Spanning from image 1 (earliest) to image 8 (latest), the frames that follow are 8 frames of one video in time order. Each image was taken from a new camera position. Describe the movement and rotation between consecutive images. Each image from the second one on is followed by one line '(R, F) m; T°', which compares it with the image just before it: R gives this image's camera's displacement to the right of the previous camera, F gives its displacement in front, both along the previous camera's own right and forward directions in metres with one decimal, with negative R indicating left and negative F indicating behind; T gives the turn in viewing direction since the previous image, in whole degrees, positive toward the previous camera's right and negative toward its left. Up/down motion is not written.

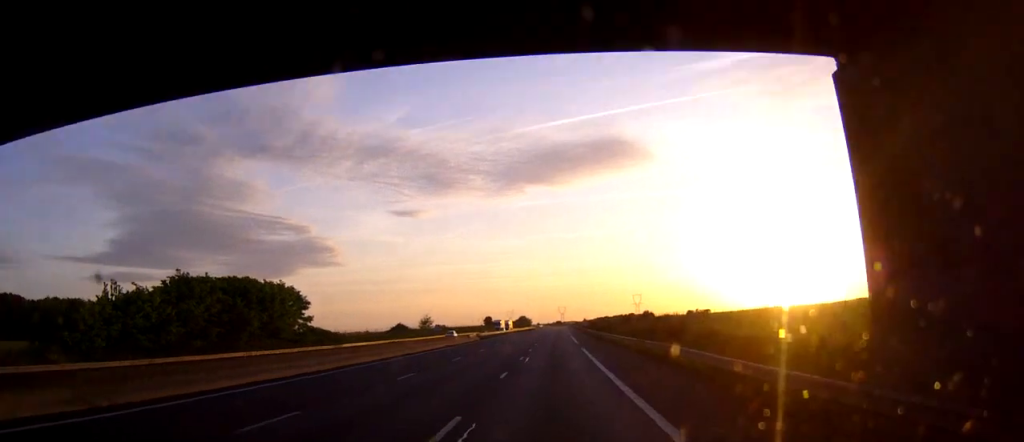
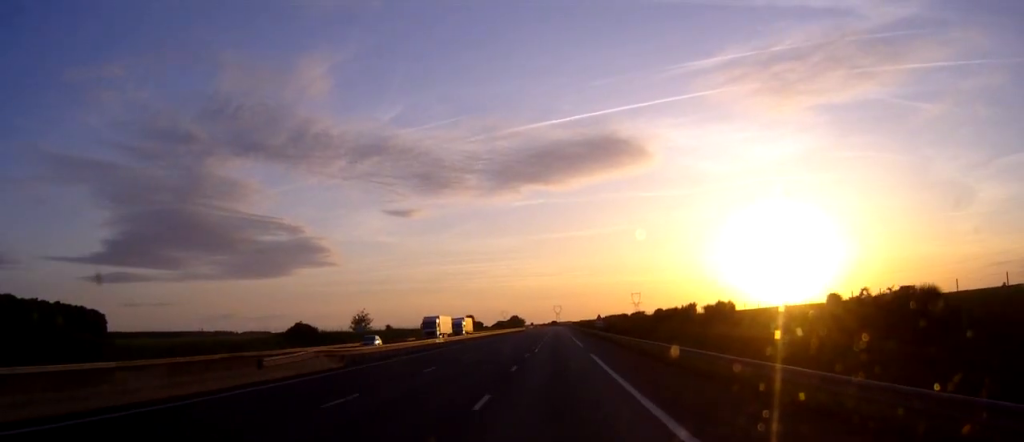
(0.0, +59.8) m; 0°
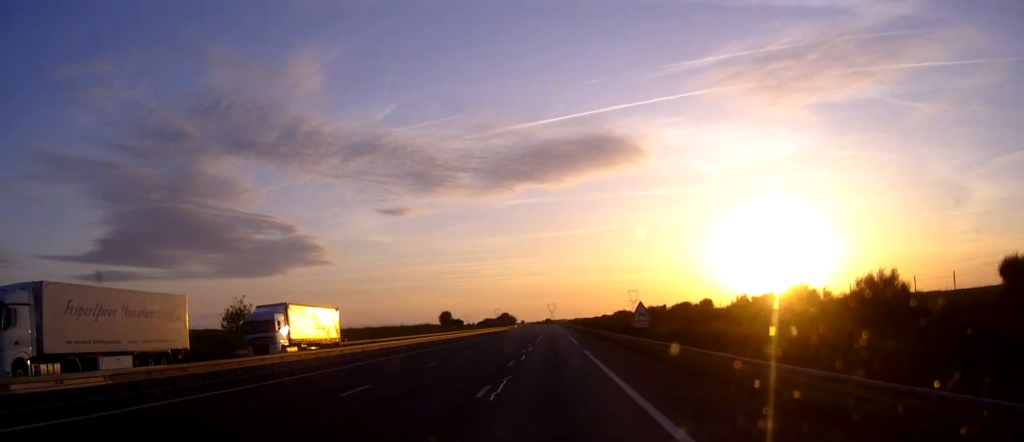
(+0.3, +50.1) m; +1°
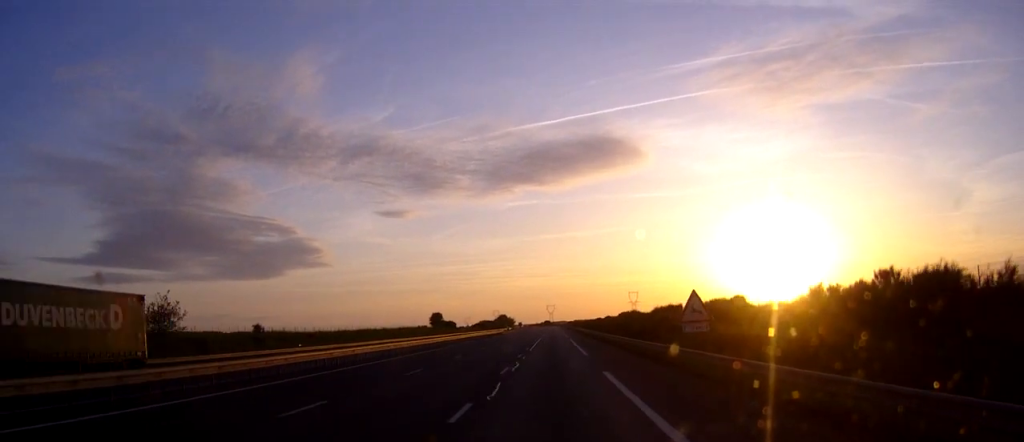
(0.0, +17.3) m; 0°
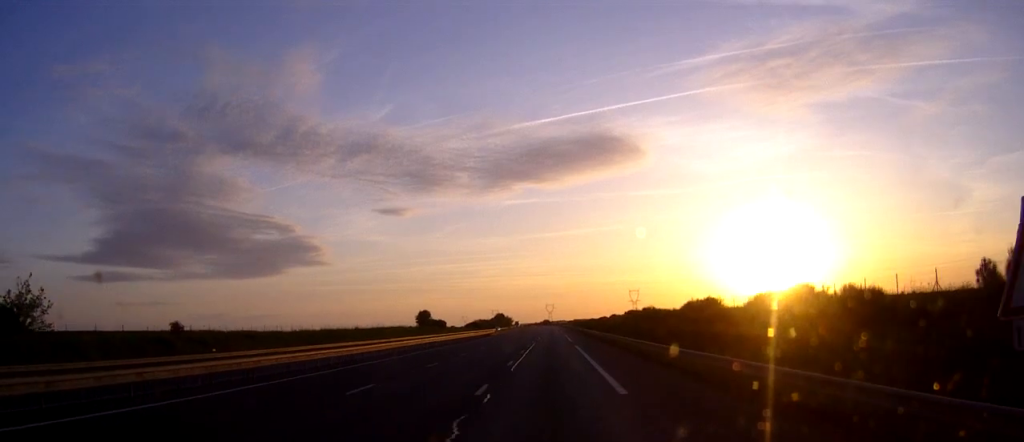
(+0.1, +20.8) m; 0°
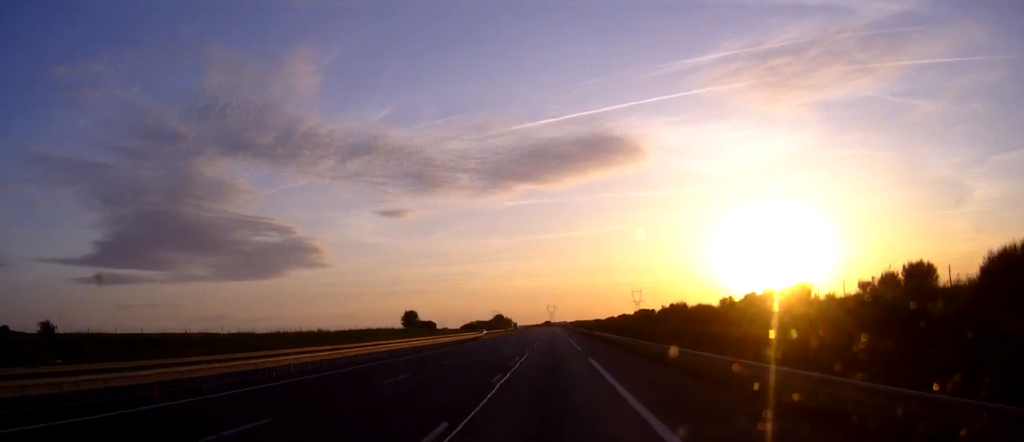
(0.0, +21.6) m; 0°
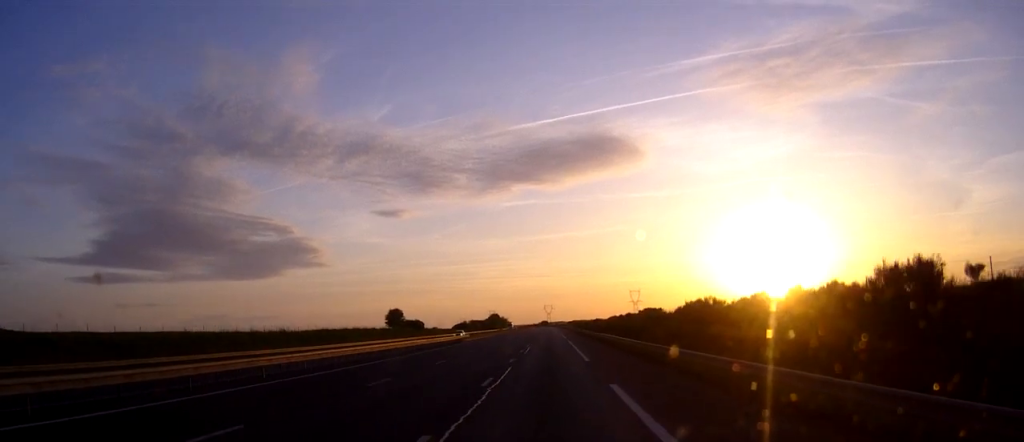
(0.0, +14.7) m; 0°
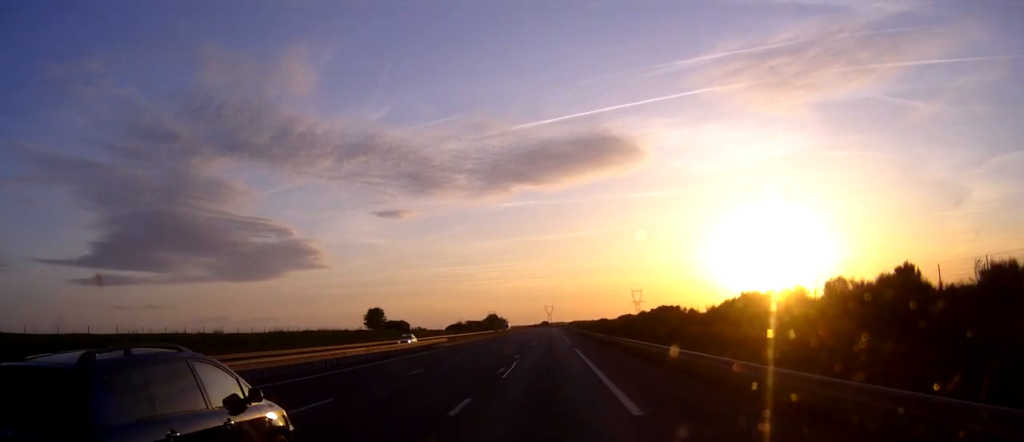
(-0.1, +19.8) m; 0°
